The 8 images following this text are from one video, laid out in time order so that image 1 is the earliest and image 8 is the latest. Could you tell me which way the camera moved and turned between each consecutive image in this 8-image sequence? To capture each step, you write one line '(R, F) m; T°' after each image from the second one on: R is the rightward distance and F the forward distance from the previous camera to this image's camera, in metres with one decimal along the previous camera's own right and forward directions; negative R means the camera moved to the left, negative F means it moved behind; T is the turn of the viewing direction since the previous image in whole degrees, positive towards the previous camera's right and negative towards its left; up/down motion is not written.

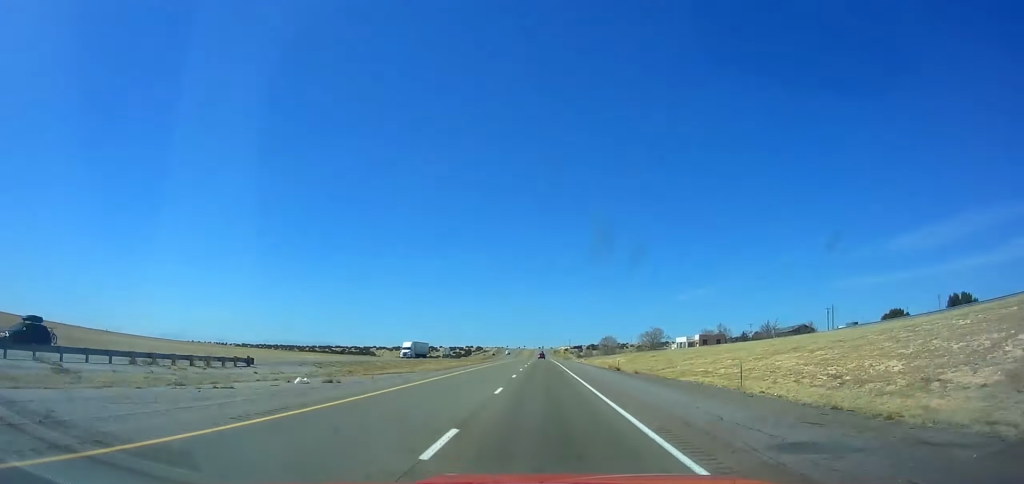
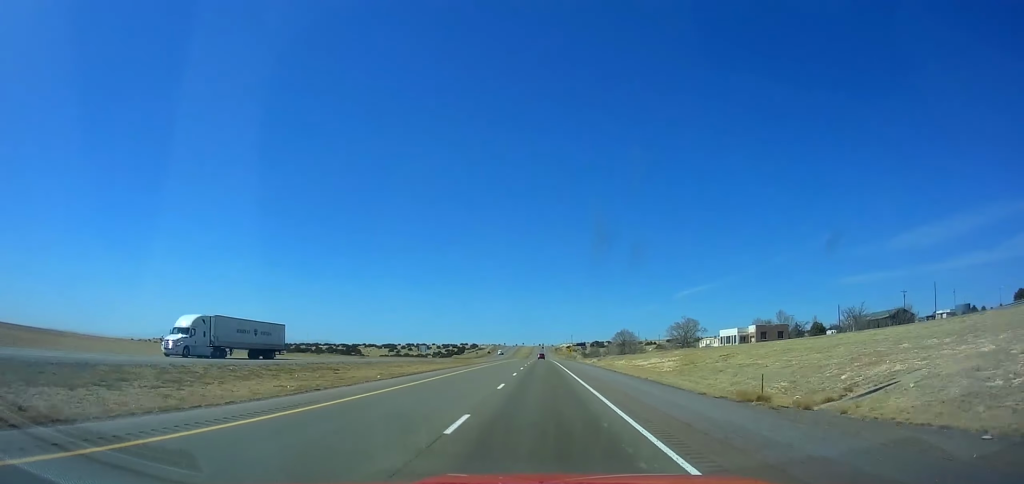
(-0.1, +46.1) m; 0°
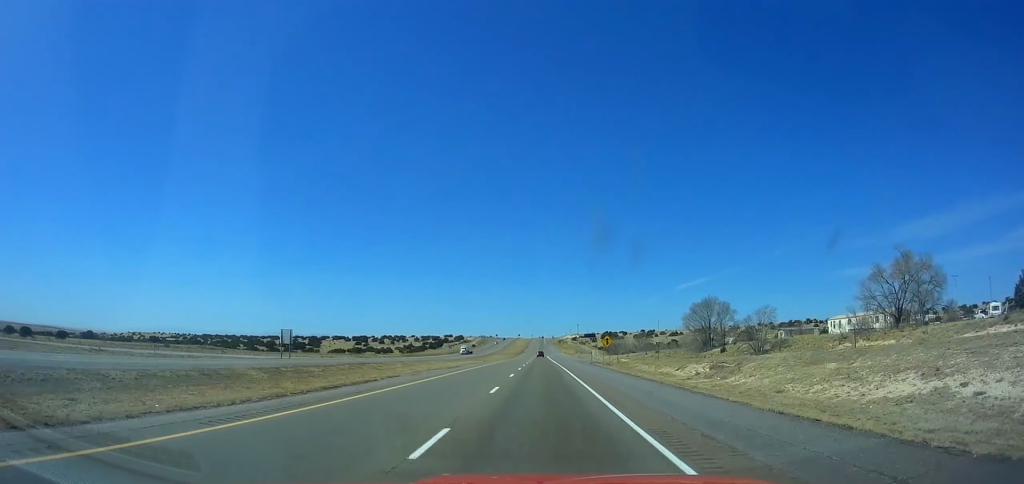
(+0.5, +99.7) m; 0°
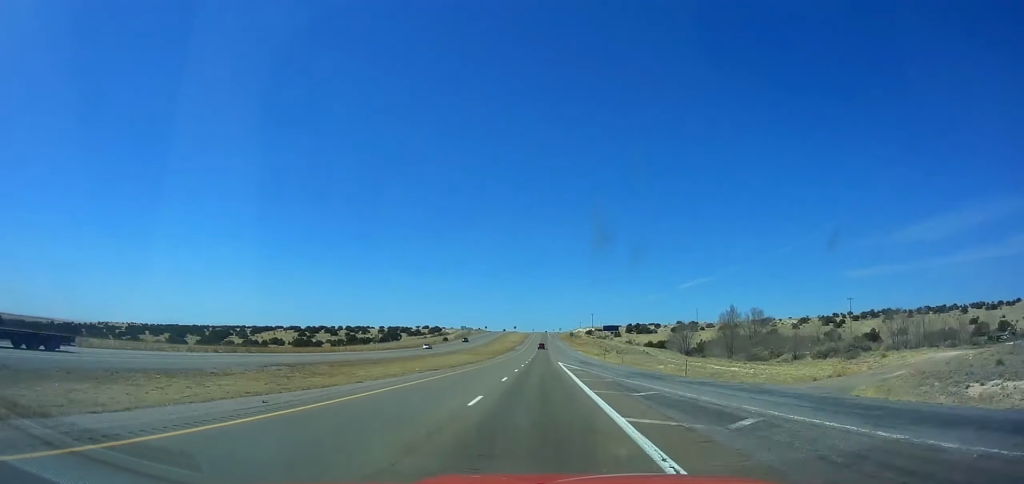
(-0.1, +114.3) m; 0°
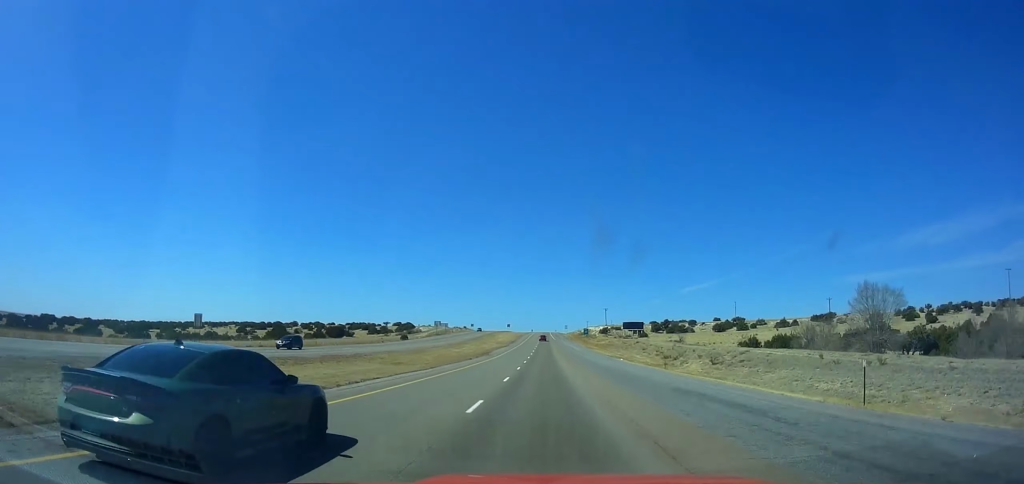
(-0.3, +74.9) m; 0°
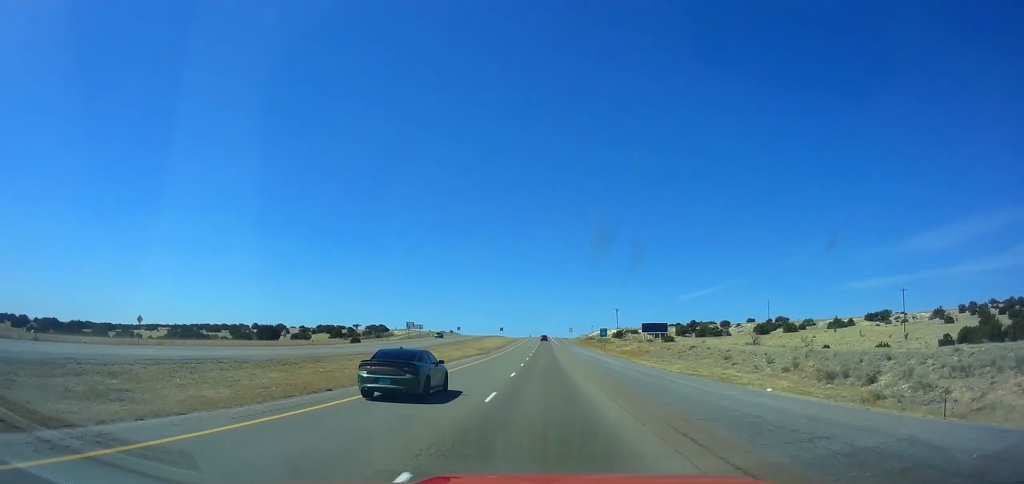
(-0.1, +46.2) m; 0°
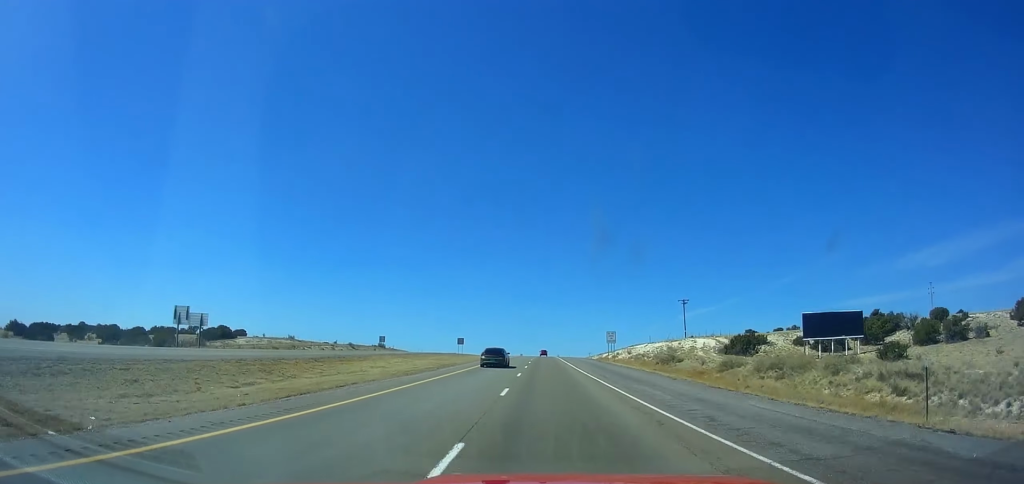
(+0.8, +120.1) m; 0°
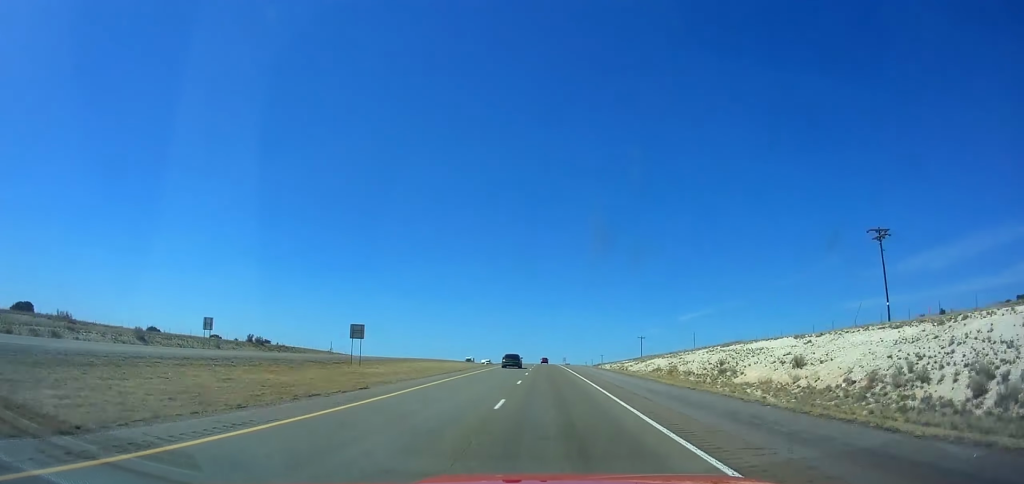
(-0.4, +77.4) m; 0°
